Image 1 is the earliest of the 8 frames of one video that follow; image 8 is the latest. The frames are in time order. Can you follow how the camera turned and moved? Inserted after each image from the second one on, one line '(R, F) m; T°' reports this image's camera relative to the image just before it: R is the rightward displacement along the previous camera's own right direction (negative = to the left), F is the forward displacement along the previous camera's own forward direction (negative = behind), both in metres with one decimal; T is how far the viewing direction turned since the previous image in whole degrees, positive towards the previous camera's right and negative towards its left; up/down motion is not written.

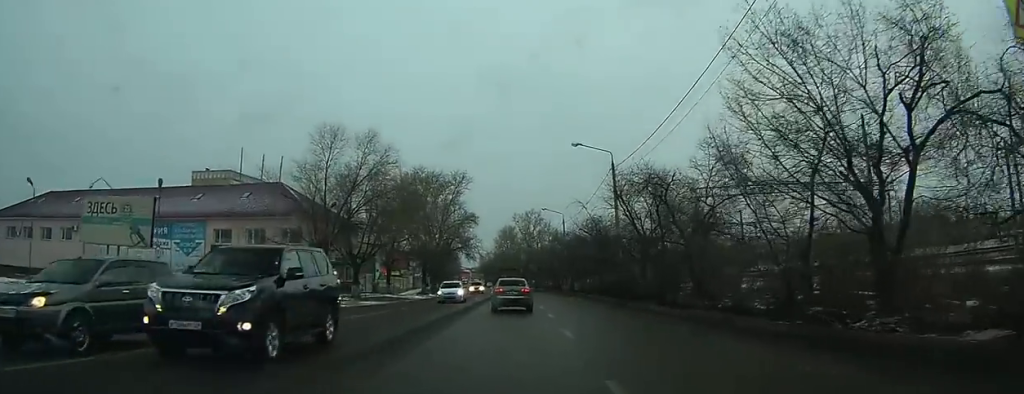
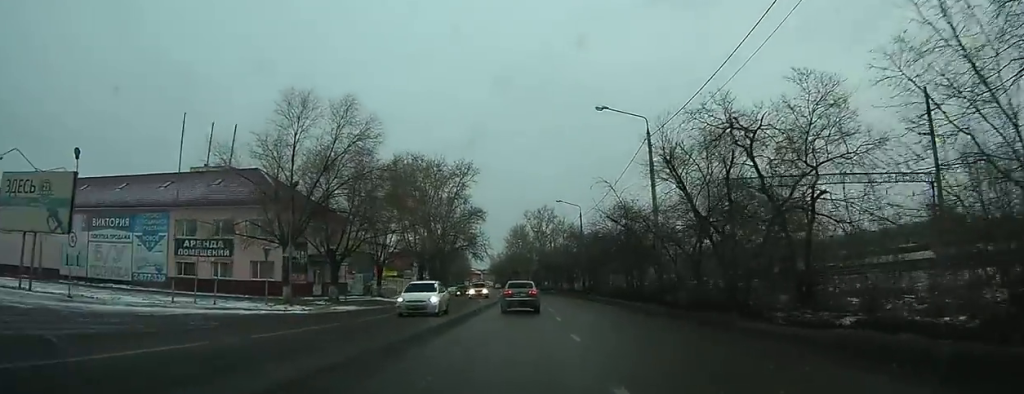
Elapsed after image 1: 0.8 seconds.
(-0.3, +8.9) m; -3°
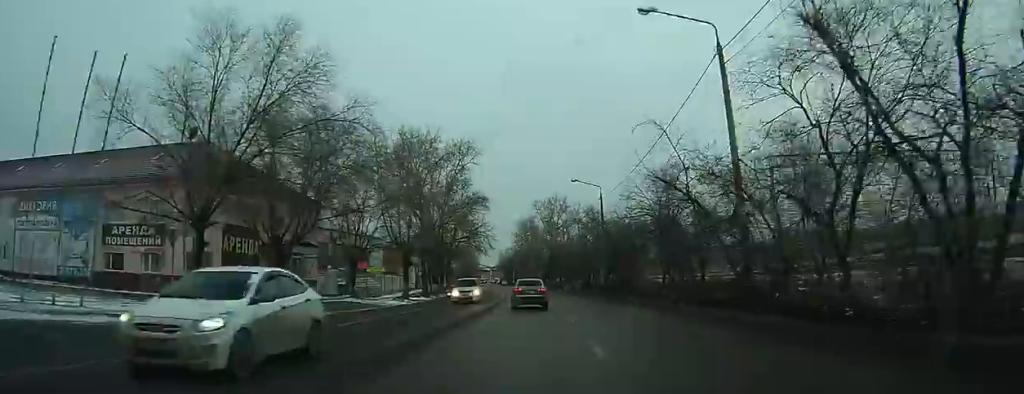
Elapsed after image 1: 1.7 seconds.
(-0.2, +11.3) m; -2°
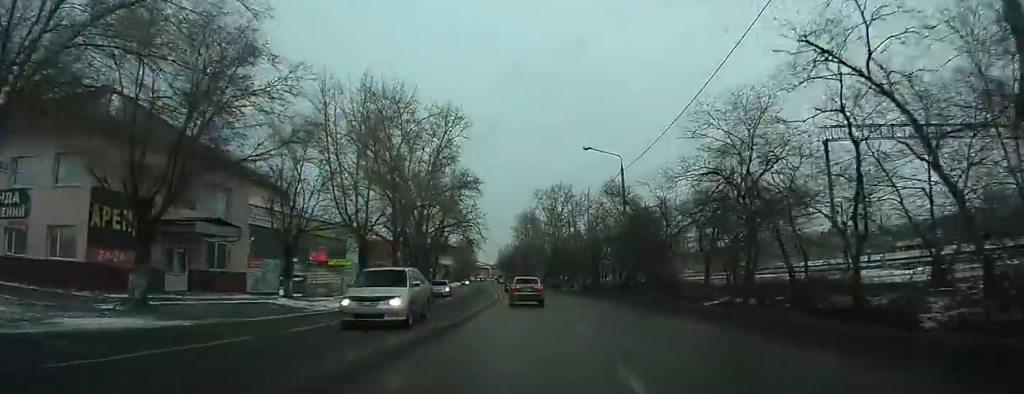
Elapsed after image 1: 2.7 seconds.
(-0.3, +12.6) m; -2°
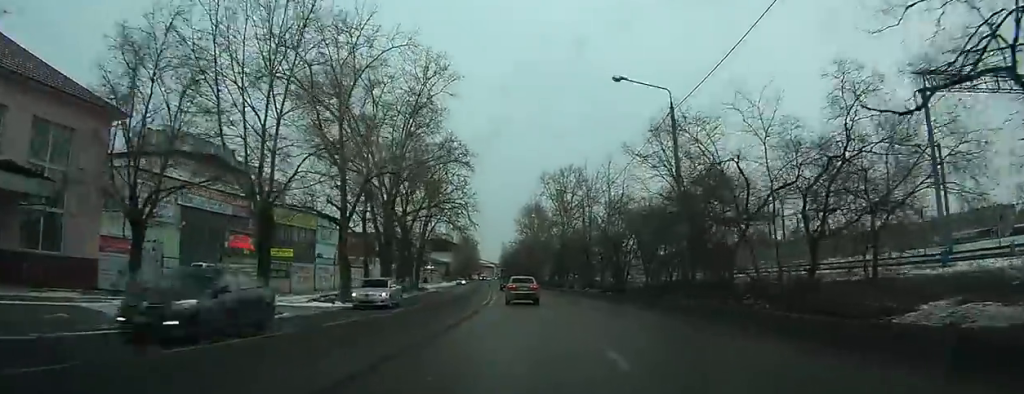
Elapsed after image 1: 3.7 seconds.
(-0.2, +14.5) m; -2°
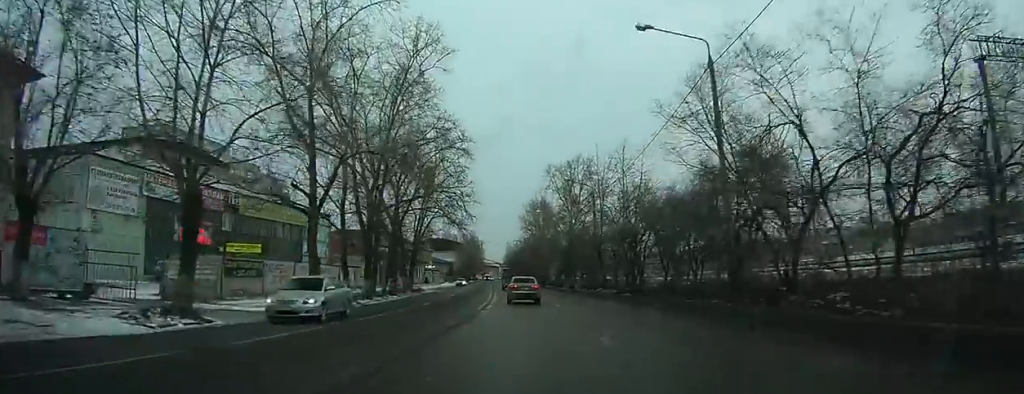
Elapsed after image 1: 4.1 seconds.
(-0.2, +5.8) m; -1°
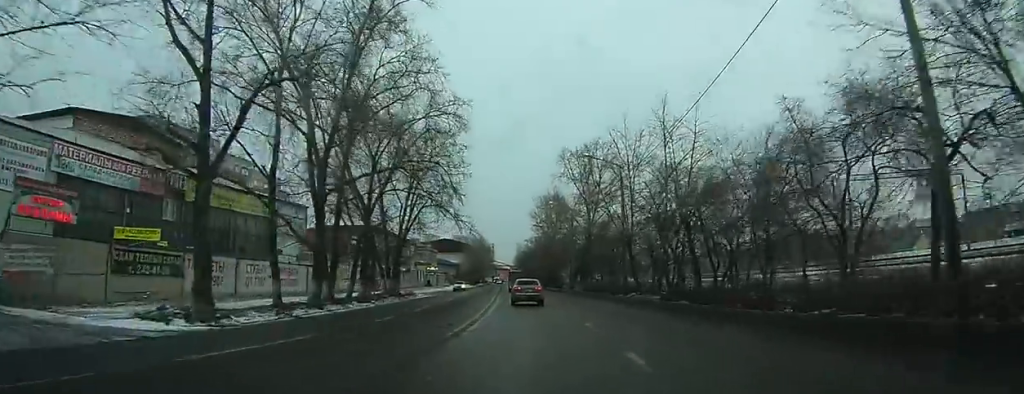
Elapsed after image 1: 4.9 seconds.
(-0.1, +11.5) m; -1°
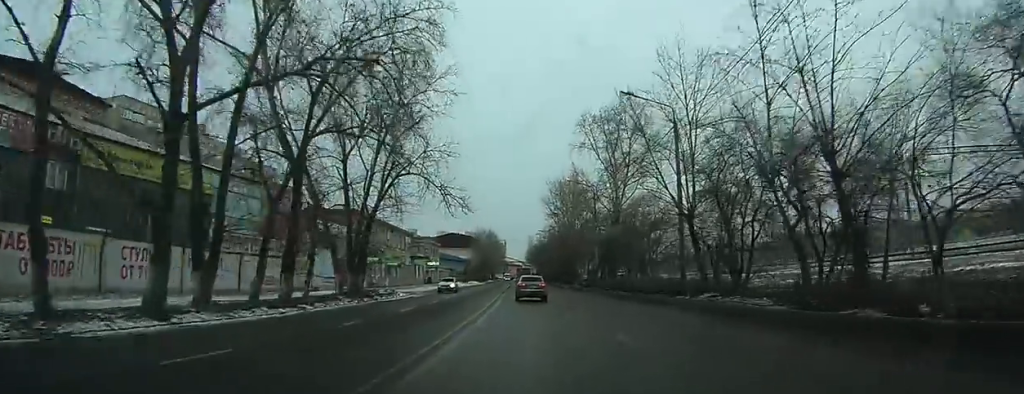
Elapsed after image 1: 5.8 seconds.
(-0.1, +13.9) m; -1°
